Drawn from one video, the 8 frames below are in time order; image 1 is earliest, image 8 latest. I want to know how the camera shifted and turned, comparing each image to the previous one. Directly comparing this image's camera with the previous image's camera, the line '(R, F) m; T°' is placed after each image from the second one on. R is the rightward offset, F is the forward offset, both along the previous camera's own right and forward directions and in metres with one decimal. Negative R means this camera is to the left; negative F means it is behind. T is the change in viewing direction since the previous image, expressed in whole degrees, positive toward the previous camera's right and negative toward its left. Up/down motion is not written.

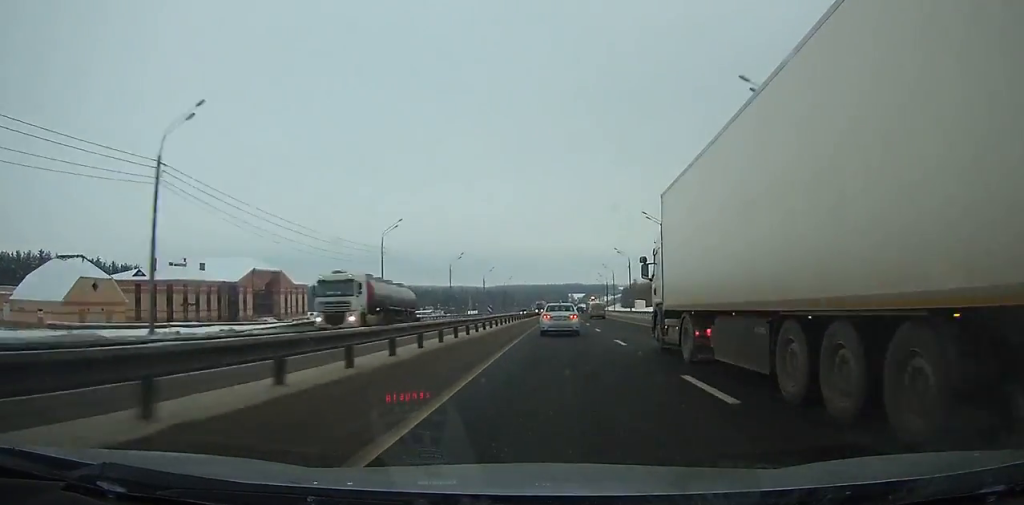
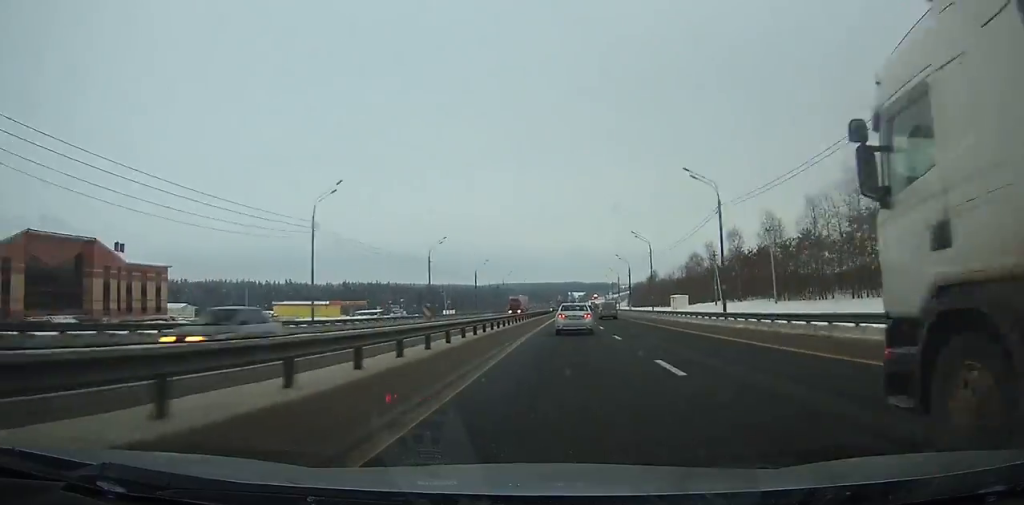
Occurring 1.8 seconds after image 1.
(+0.1, +56.4) m; +1°
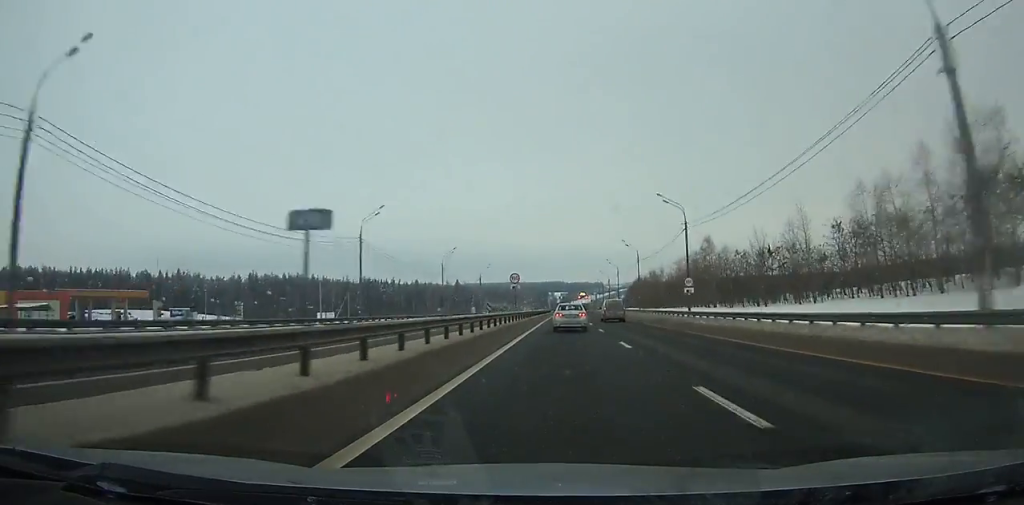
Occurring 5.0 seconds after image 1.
(+1.5, +100.3) m; +1°
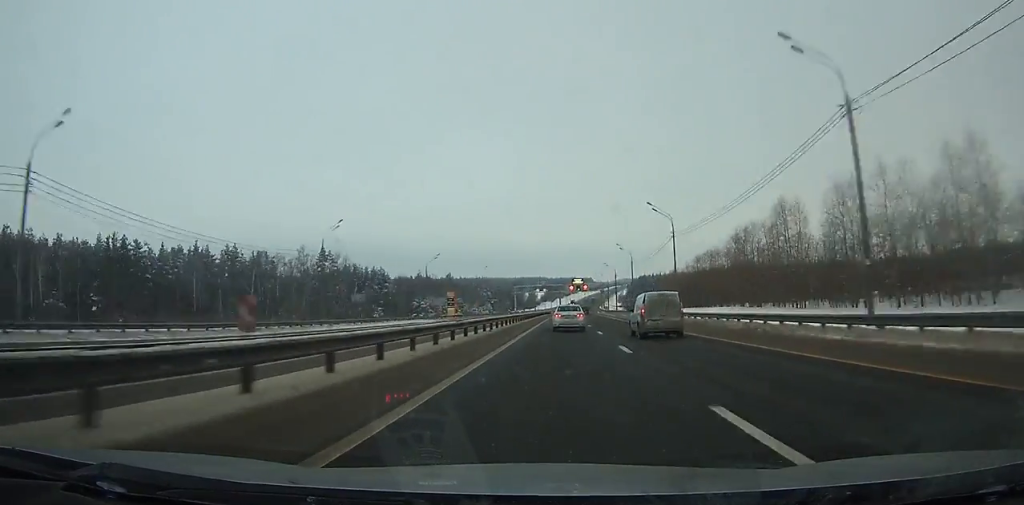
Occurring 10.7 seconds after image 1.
(+2.2, +182.0) m; +1°
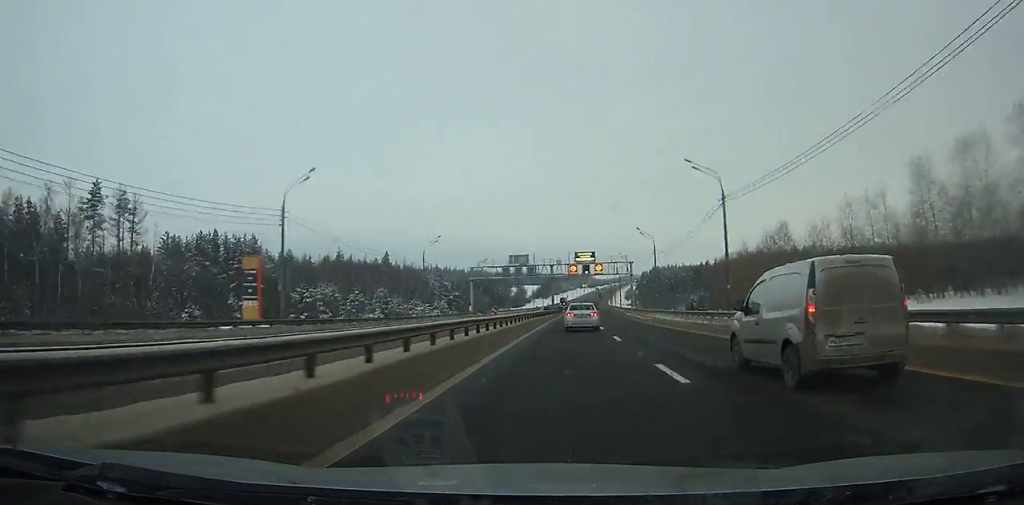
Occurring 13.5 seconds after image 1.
(+0.6, +91.0) m; +1°
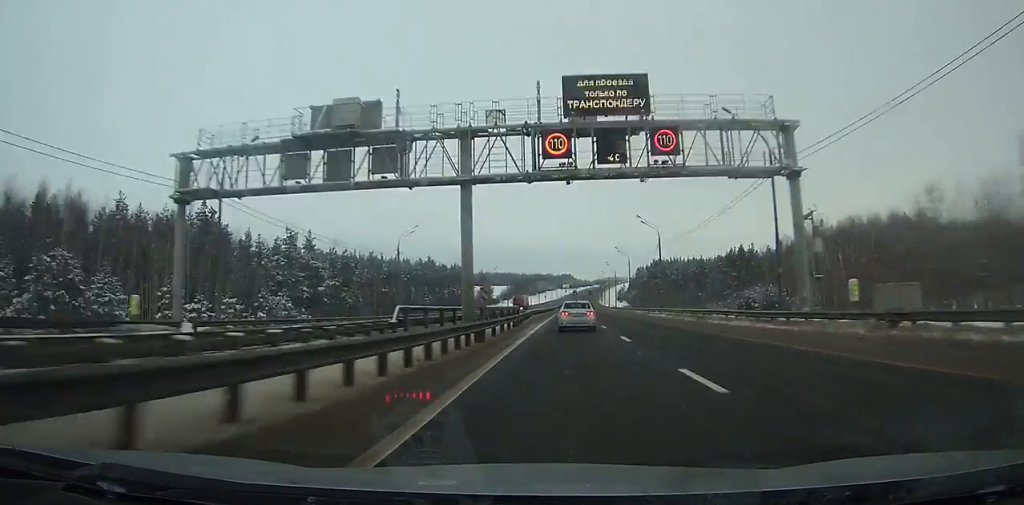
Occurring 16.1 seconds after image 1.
(+1.2, +84.4) m; +1°
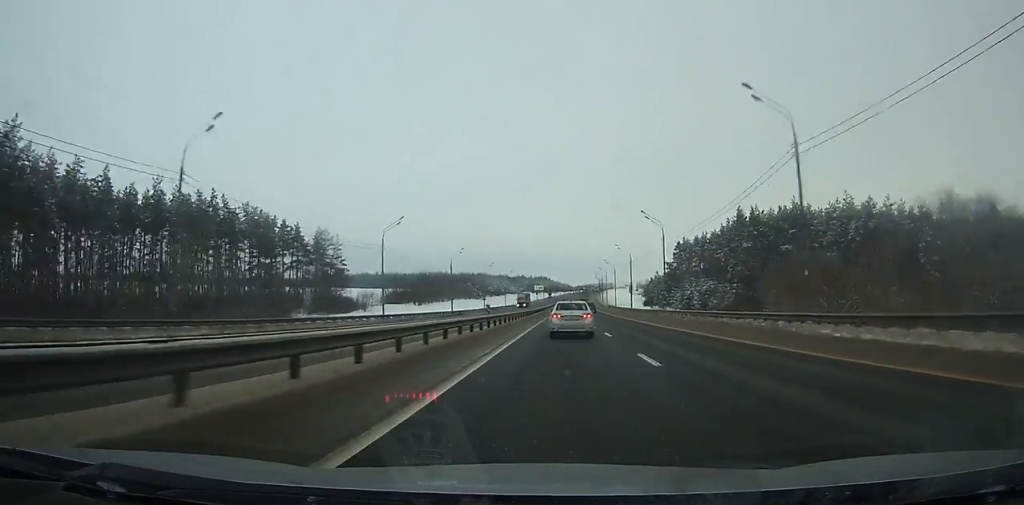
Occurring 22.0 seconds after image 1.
(+4.3, +188.4) m; +2°
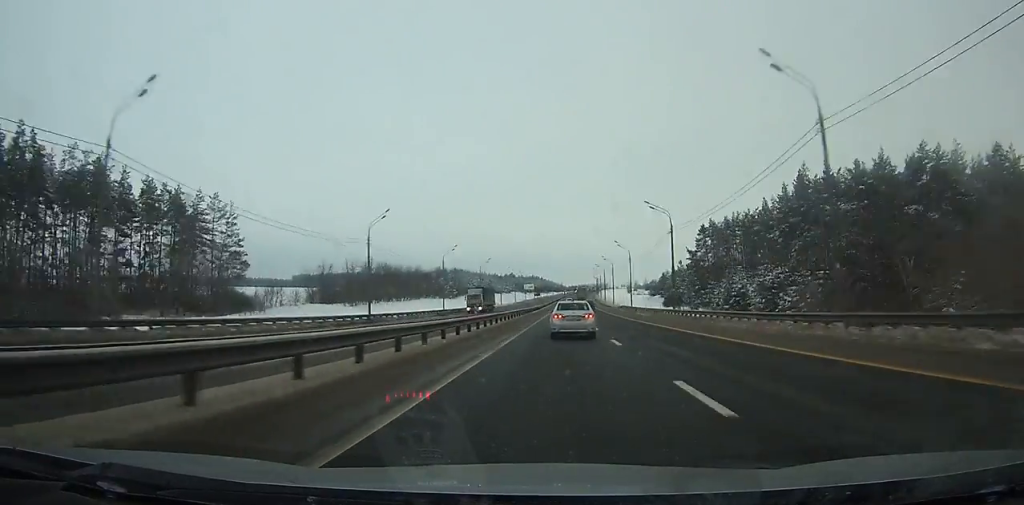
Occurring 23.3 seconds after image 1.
(+0.1, +40.8) m; 0°
